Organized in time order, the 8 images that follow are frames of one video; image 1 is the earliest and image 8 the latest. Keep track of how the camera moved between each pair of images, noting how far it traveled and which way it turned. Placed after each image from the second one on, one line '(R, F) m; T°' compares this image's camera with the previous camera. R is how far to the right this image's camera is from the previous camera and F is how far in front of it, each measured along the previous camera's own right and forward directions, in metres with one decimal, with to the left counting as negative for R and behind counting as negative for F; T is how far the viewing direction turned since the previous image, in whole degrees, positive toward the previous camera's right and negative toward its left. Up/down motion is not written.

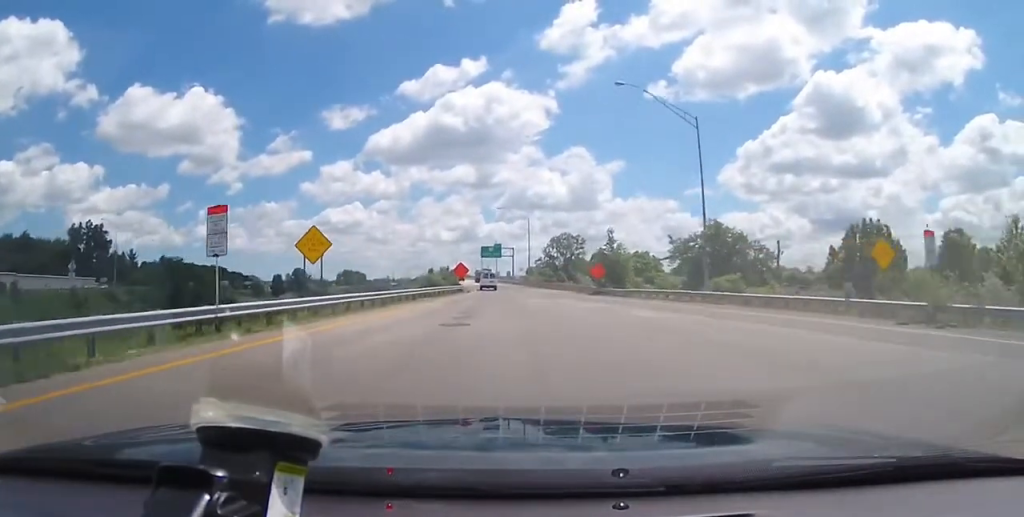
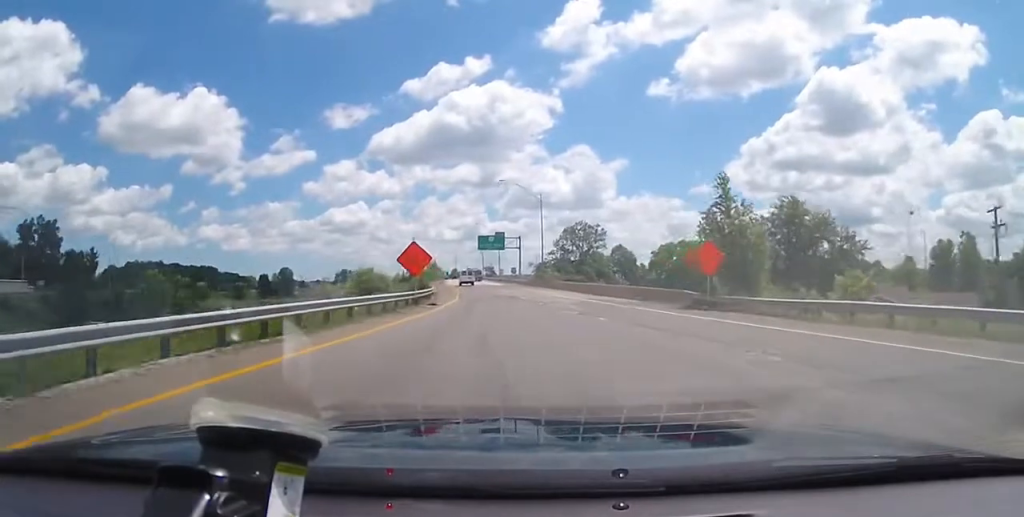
(+0.9, +30.5) m; 0°
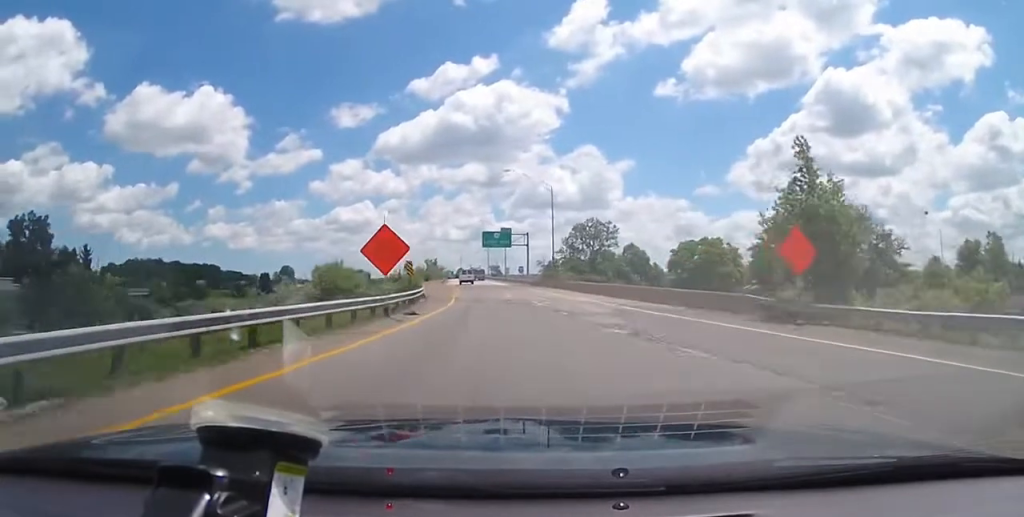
(-0.4, +7.8) m; -1°
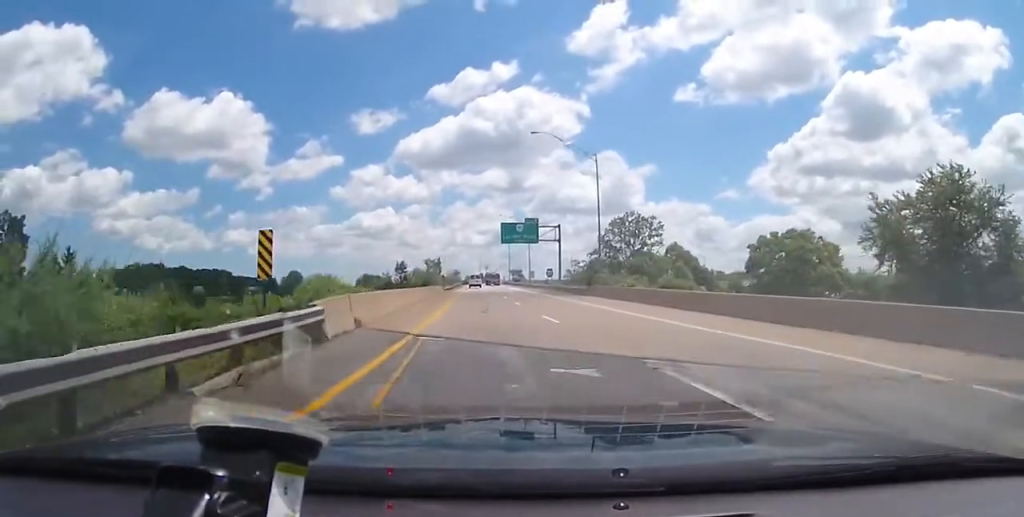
(-0.6, +21.6) m; -2°
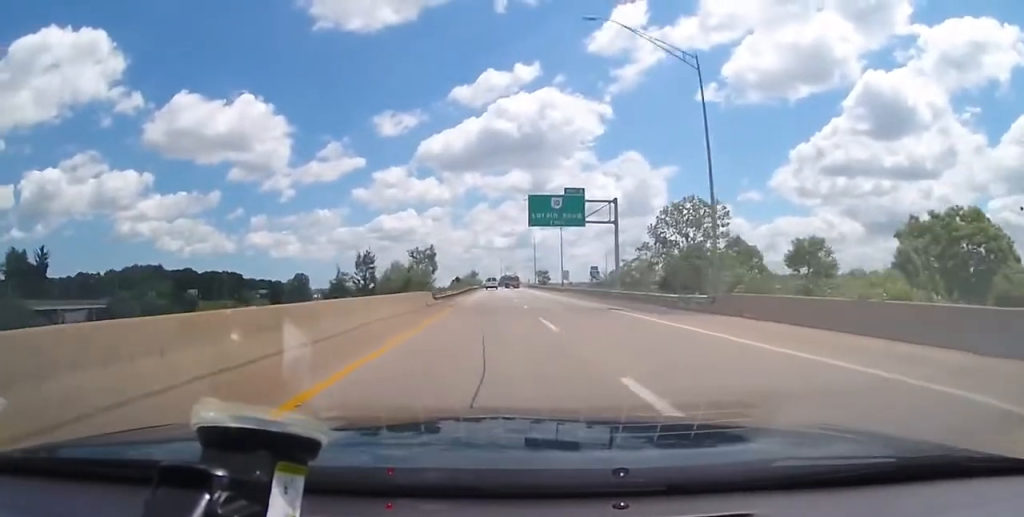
(-0.5, +24.6) m; -1°
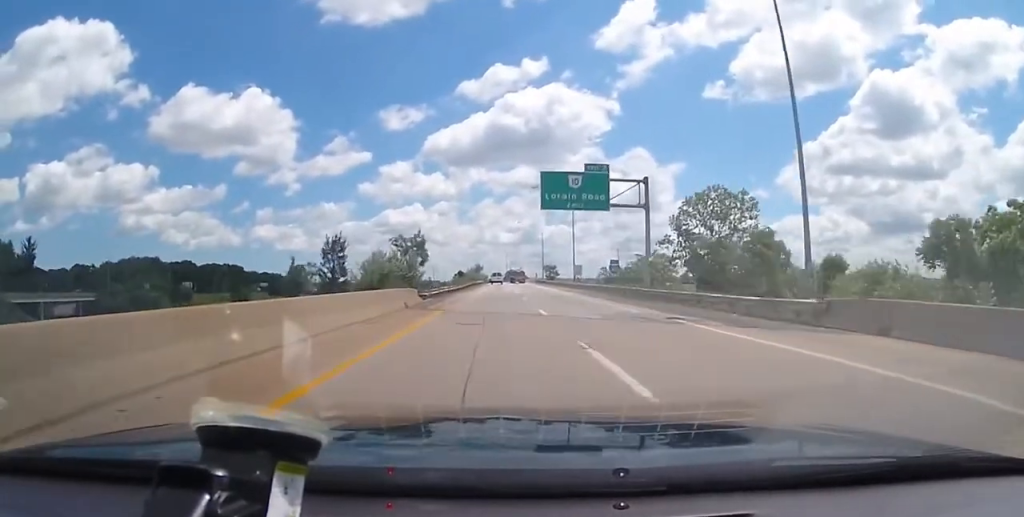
(+0.1, +8.9) m; 0°
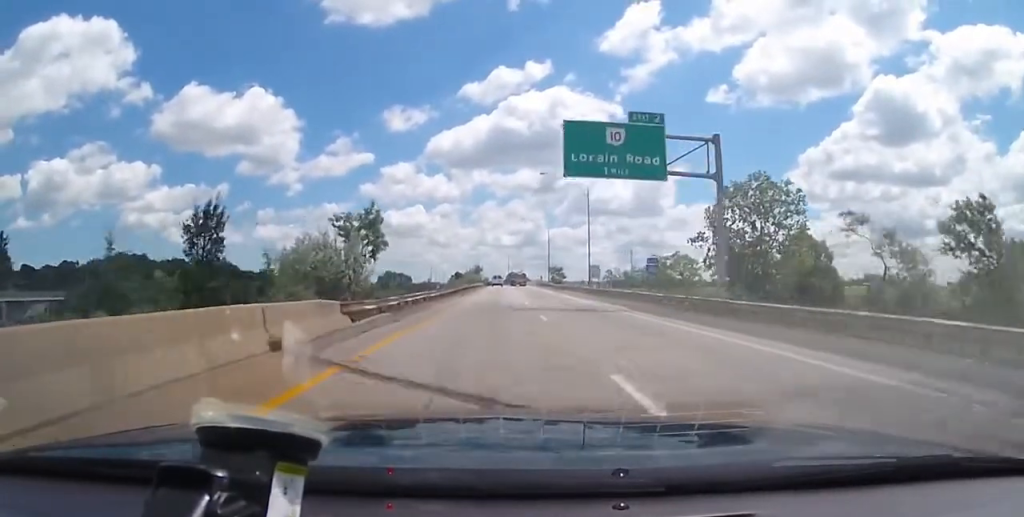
(+0.2, +13.7) m; -1°
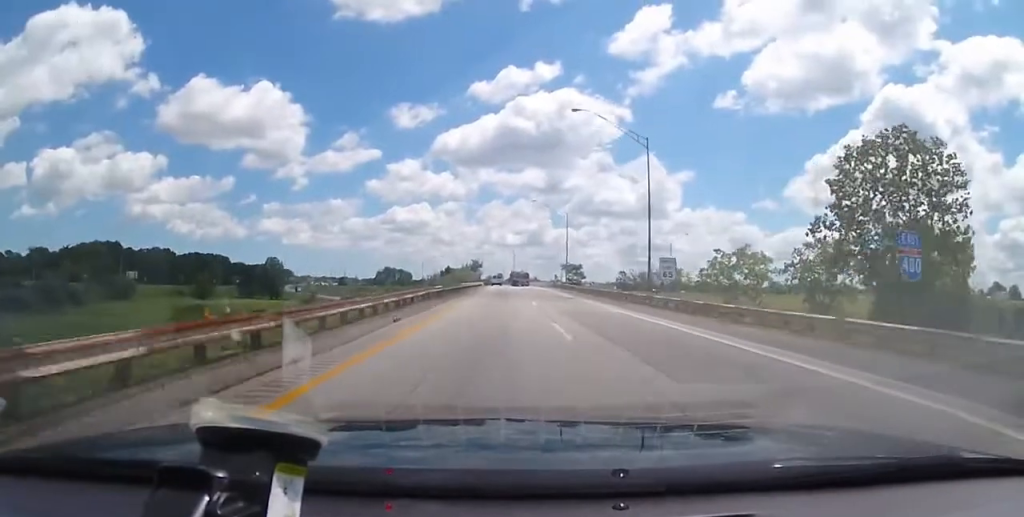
(-0.6, +28.6) m; -1°
